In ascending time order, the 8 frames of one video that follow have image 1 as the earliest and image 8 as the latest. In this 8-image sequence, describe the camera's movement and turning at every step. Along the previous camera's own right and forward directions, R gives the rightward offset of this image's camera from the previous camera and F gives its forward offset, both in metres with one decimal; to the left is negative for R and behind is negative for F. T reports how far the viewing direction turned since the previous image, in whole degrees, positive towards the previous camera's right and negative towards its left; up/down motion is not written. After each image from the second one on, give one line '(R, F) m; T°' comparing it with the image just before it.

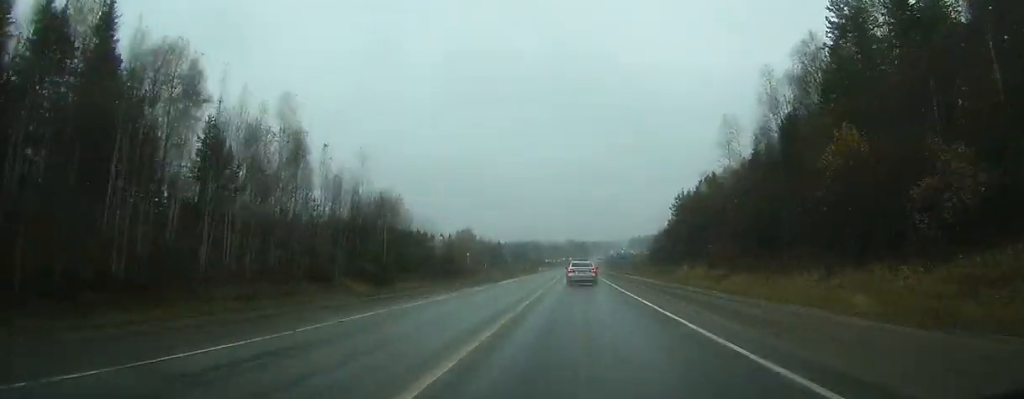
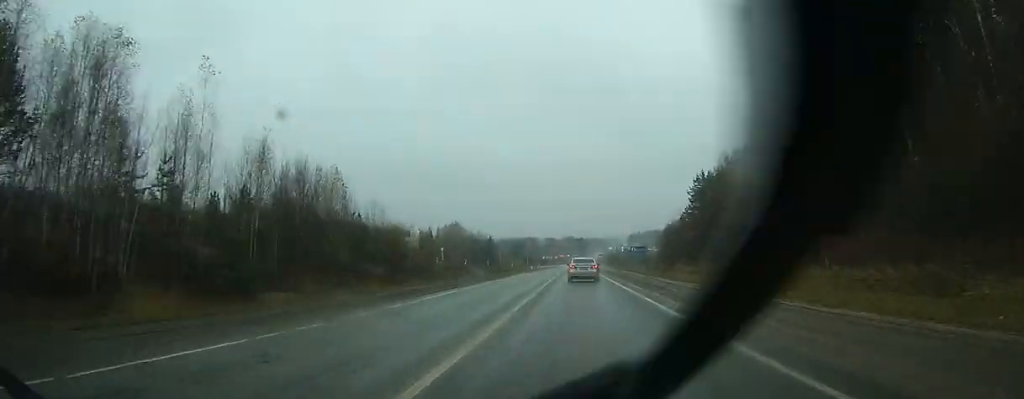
(-0.2, +23.6) m; 0°
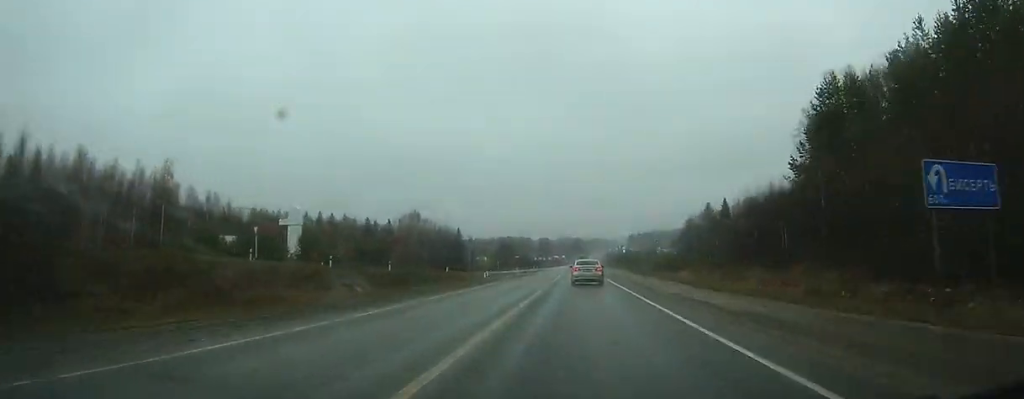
(+0.6, +61.3) m; +1°
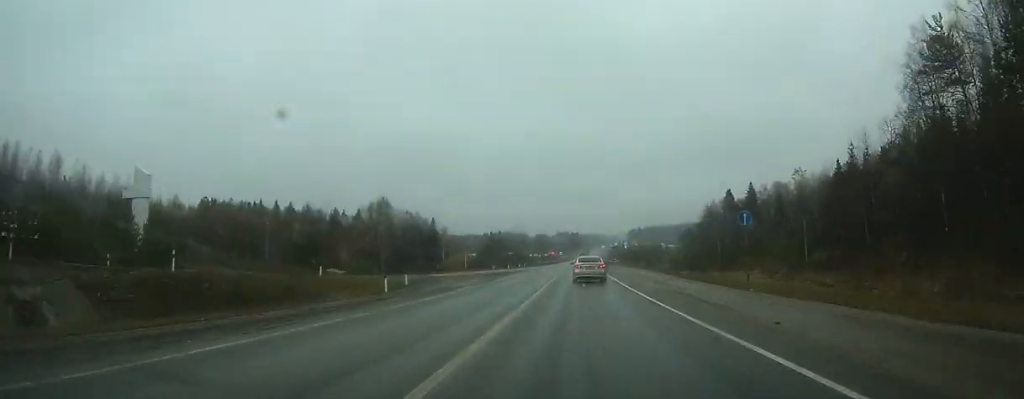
(+0.3, +31.3) m; +1°
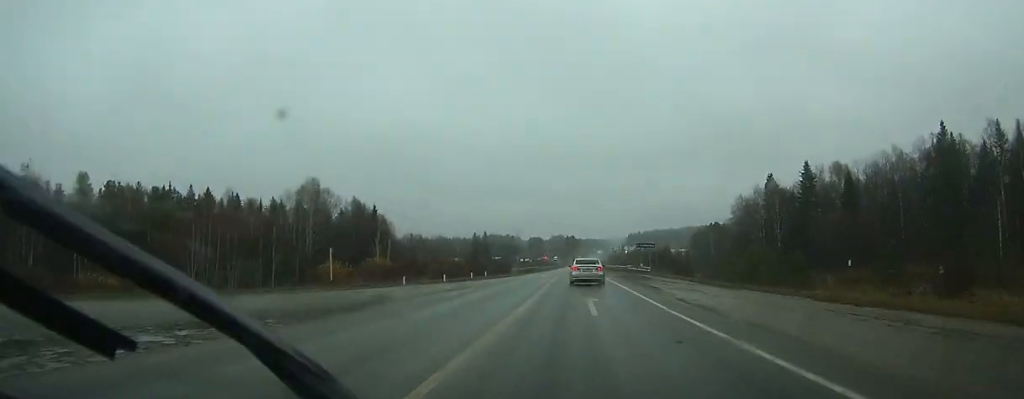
(0.0, +40.3) m; 0°
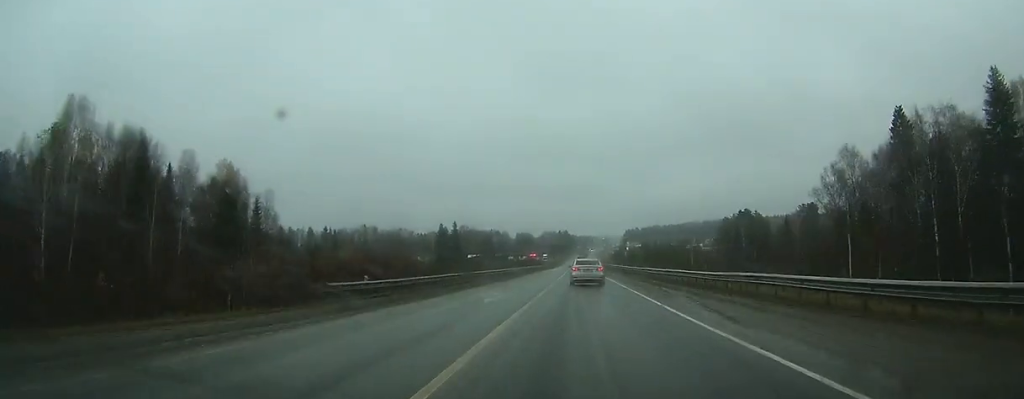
(-0.1, +52.9) m; 0°
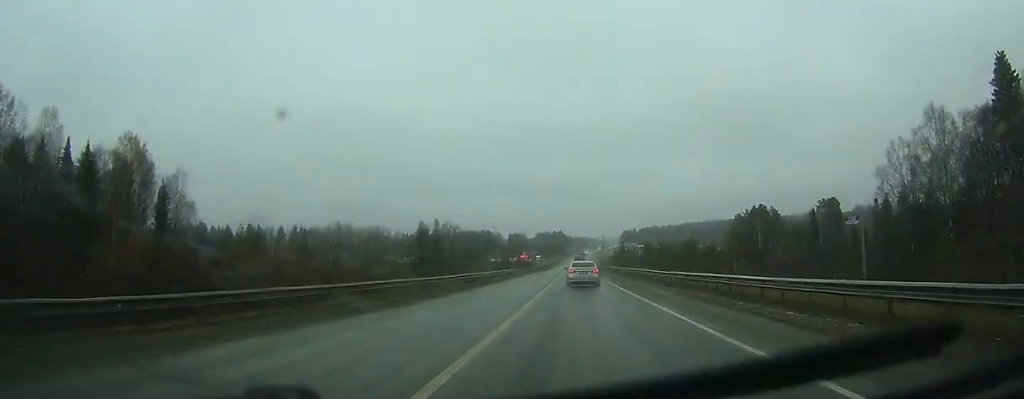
(+0.1, +21.5) m; 0°
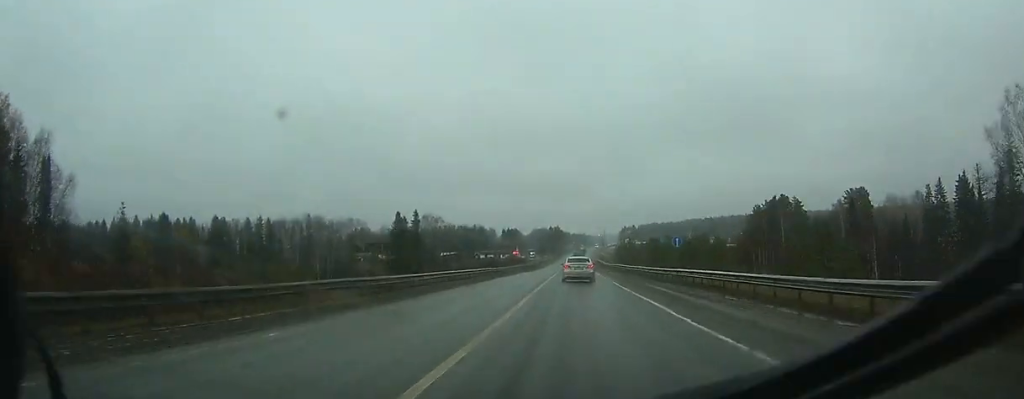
(+0.2, +23.0) m; 0°
